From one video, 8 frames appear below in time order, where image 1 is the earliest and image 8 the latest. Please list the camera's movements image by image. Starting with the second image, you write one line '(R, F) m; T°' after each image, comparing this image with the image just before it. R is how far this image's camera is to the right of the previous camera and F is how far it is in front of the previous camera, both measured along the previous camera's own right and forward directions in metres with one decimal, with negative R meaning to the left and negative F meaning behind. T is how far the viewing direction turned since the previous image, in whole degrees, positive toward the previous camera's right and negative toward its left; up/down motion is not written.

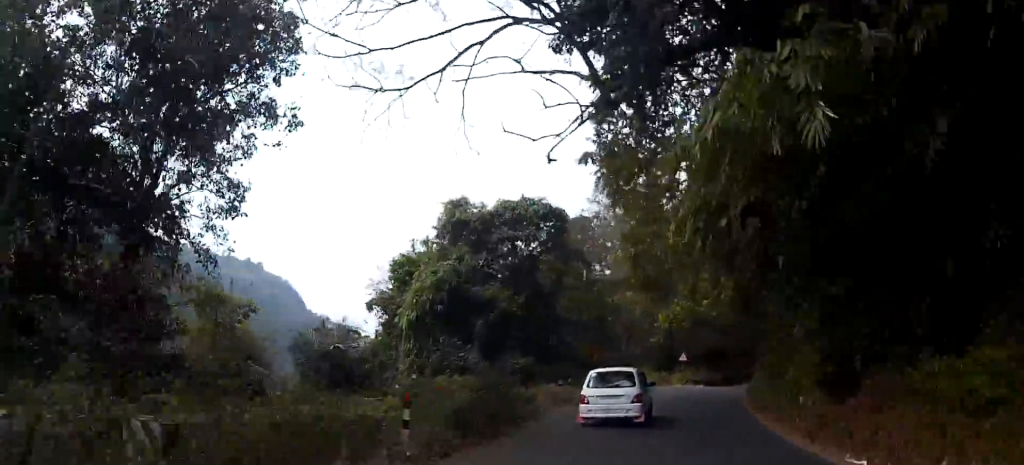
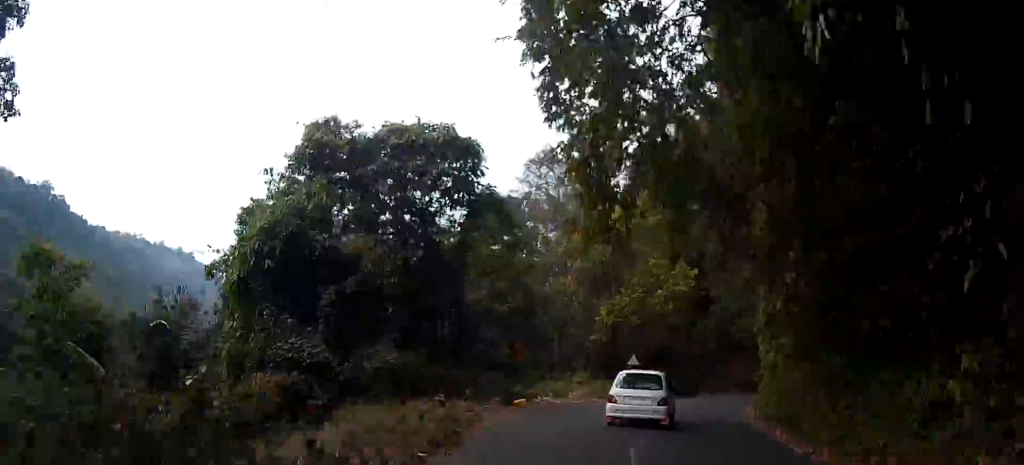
(+0.3, +10.4) m; +3°
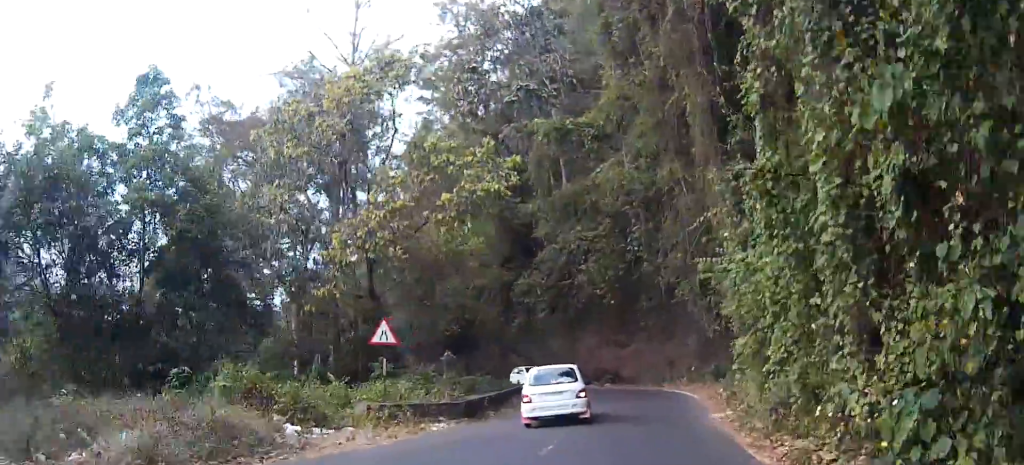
(+1.3, +19.5) m; +8°
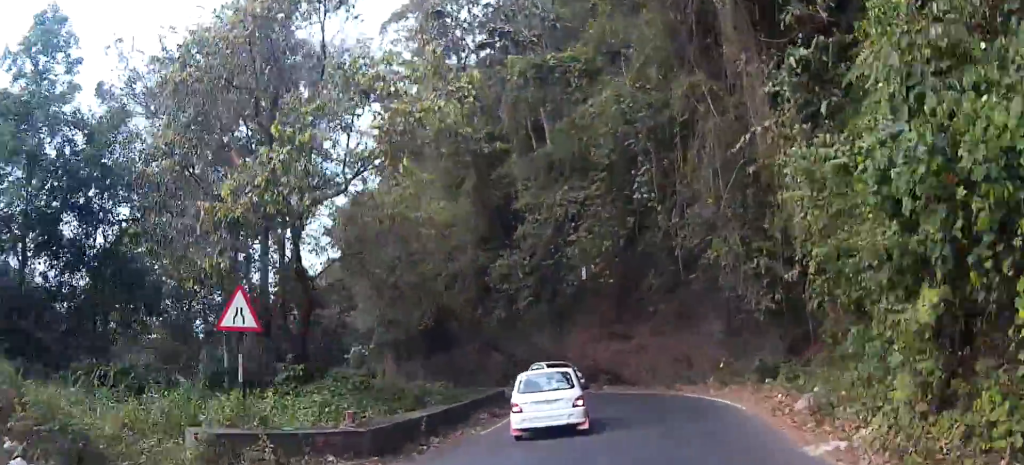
(+0.5, +6.1) m; -1°
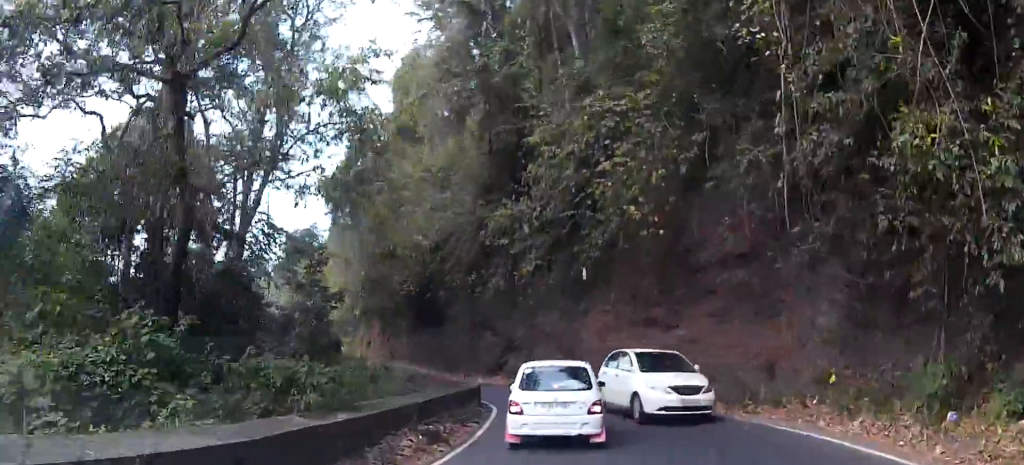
(-0.5, +8.5) m; -4°
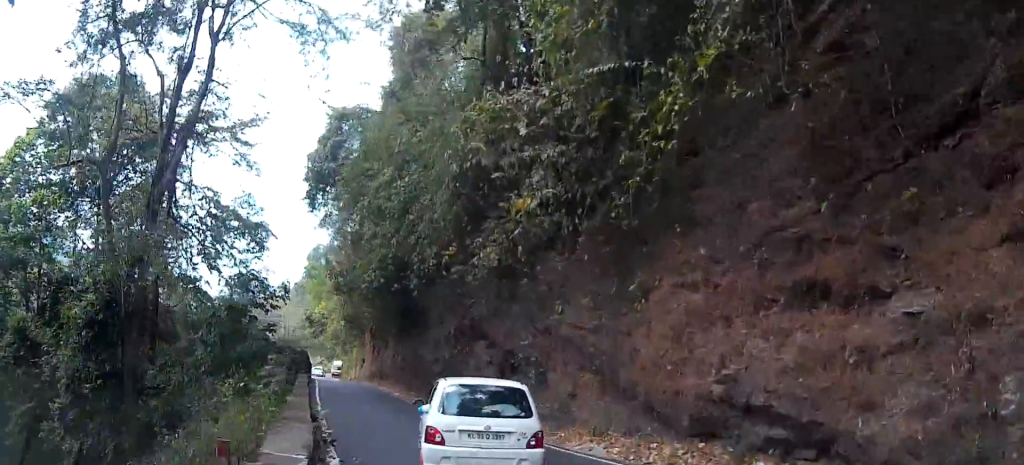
(-0.4, +13.7) m; -1°
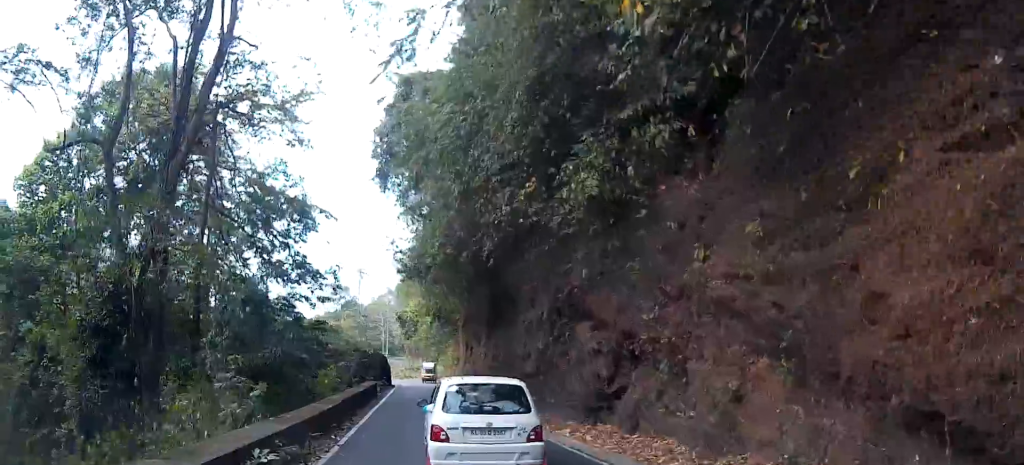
(+0.5, +6.6) m; -7°
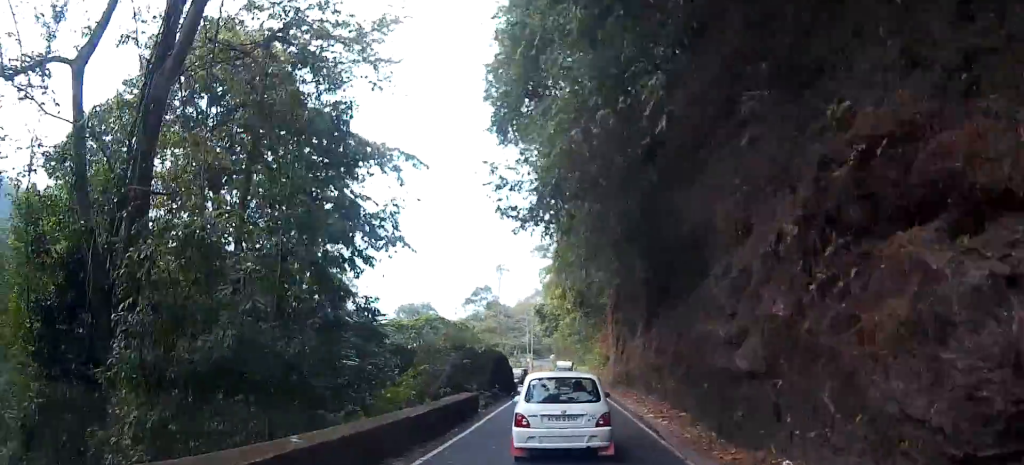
(-1.6, +9.8) m; -6°
